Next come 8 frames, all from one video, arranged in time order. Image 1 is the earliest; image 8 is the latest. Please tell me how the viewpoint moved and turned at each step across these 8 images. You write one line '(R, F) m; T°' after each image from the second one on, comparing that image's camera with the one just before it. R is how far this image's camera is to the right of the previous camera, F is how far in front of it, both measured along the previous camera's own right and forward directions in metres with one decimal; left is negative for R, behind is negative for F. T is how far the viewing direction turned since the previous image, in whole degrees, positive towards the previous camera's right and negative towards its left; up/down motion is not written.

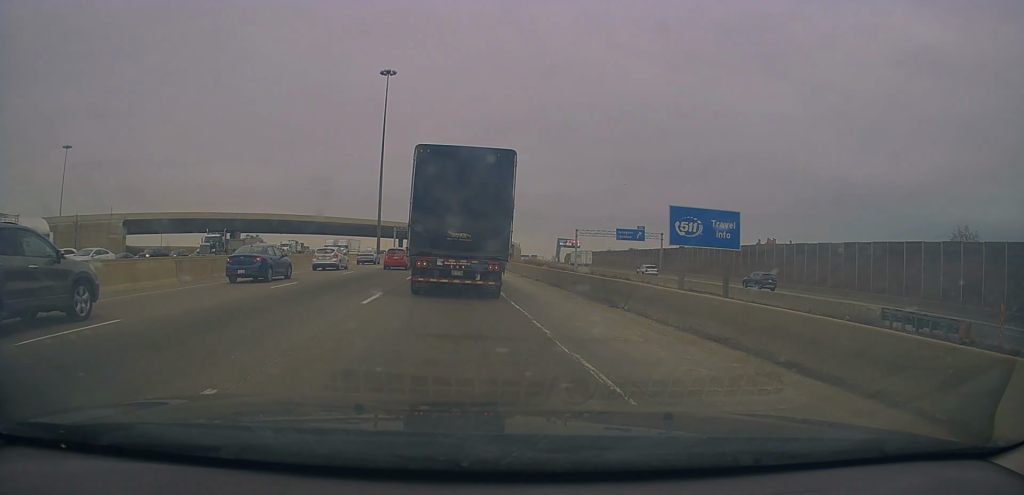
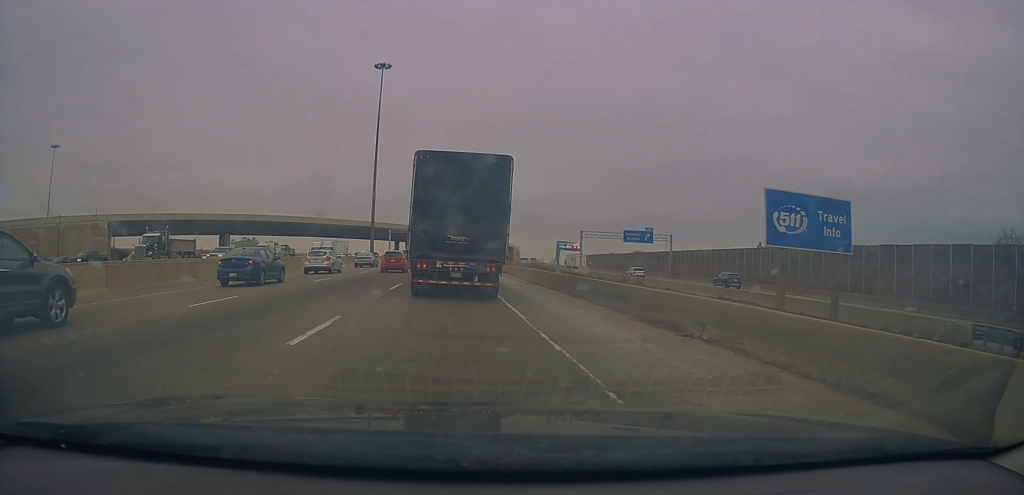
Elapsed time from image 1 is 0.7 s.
(+0.2, +5.9) m; -1°
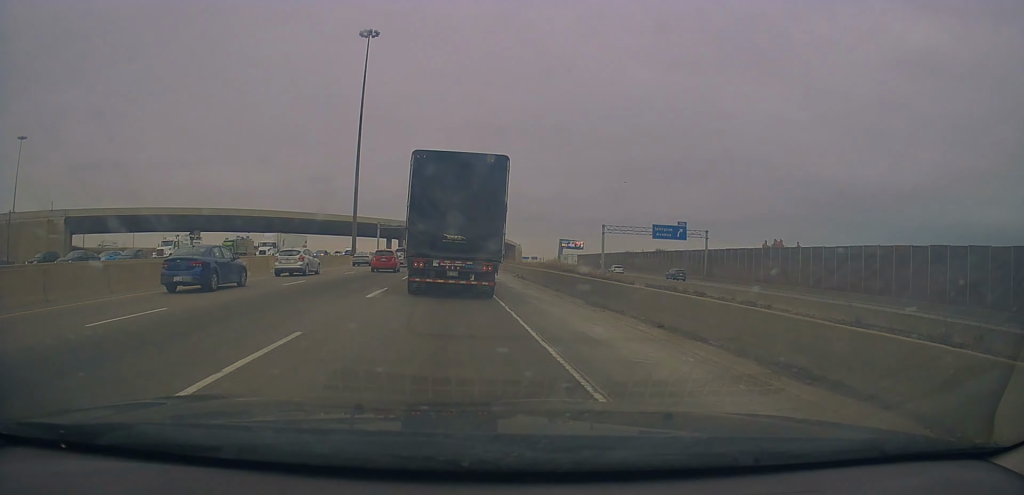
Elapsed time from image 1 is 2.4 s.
(+0.2, +14.7) m; +2°
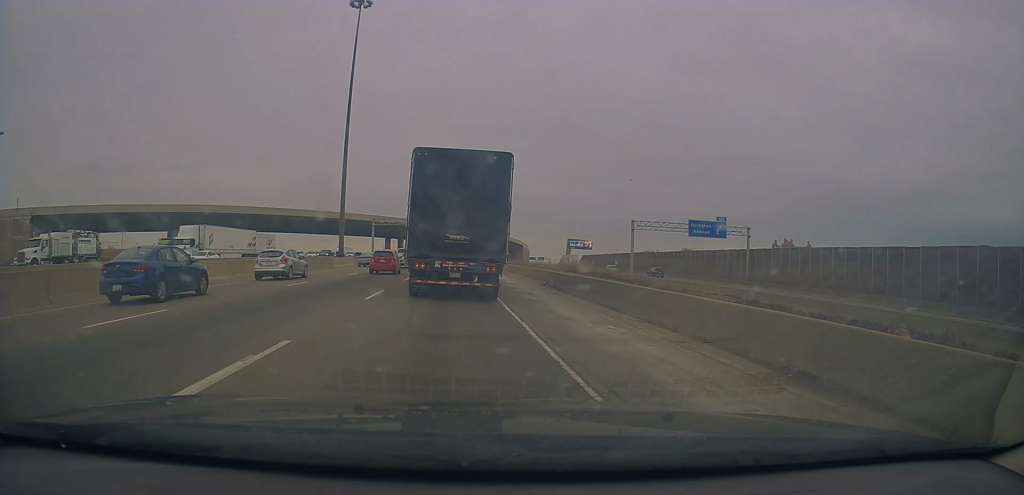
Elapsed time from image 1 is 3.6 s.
(-0.5, +11.2) m; -2°
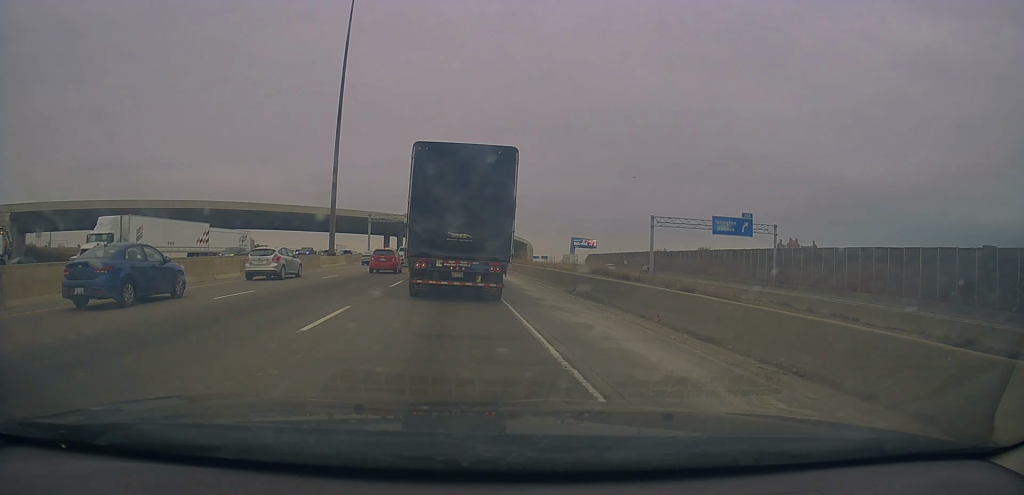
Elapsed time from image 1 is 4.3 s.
(+0.3, +6.3) m; 0°
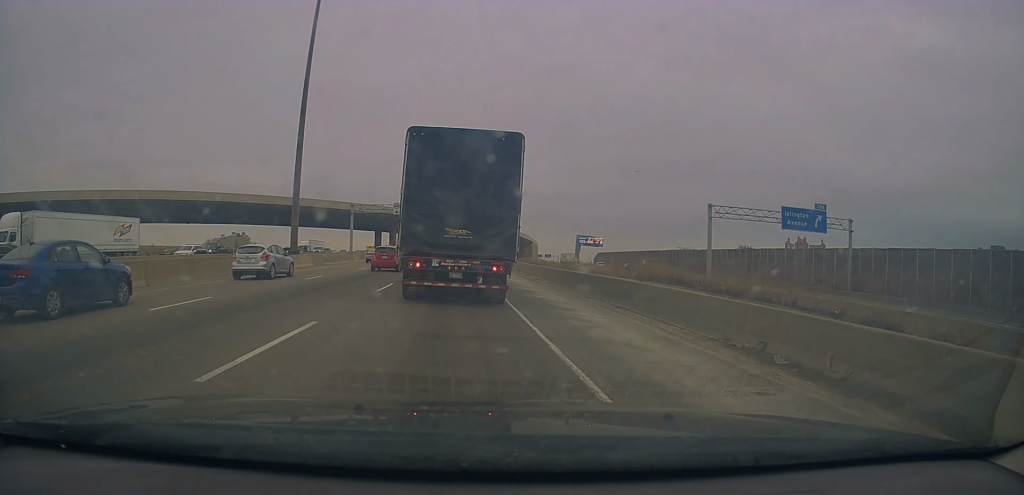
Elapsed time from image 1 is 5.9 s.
(-0.2, +15.4) m; 0°
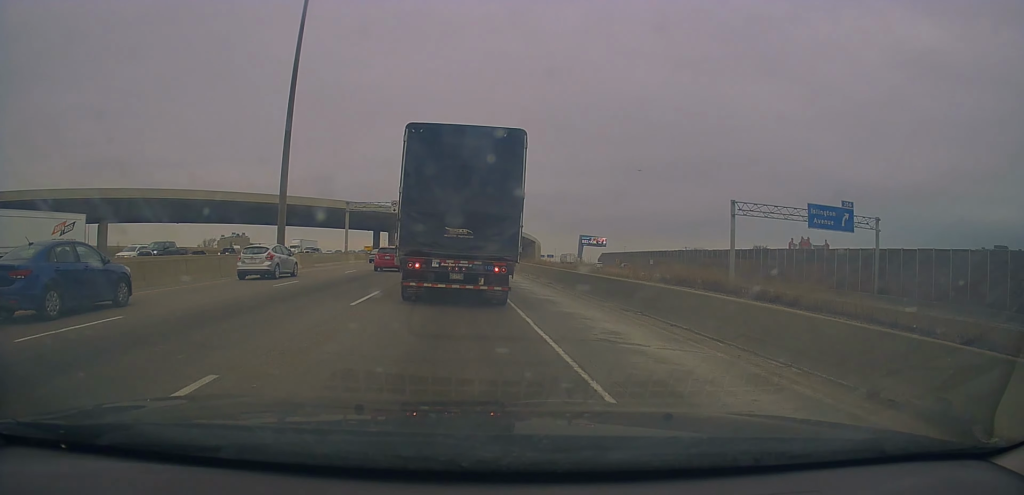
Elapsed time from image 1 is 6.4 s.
(+0.3, +4.7) m; +1°
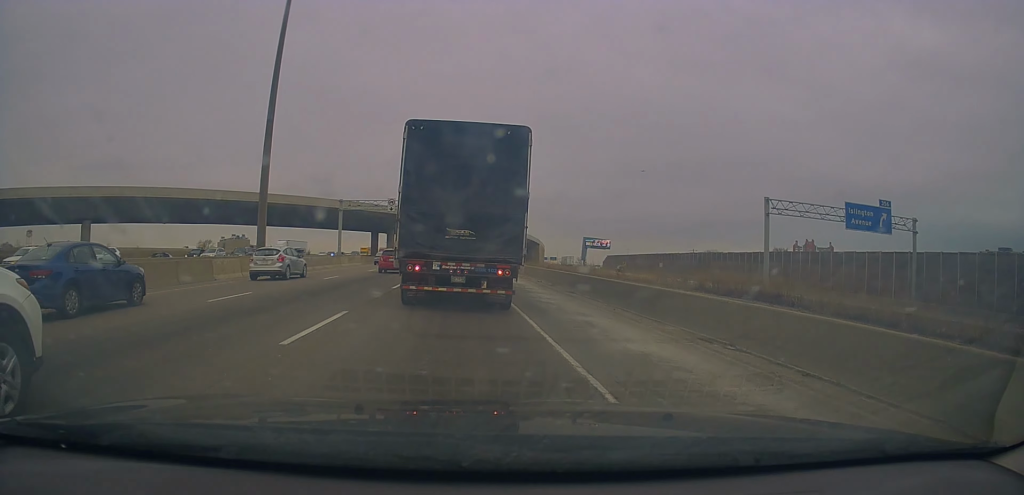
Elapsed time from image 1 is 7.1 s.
(+0.1, +6.4) m; +1°
